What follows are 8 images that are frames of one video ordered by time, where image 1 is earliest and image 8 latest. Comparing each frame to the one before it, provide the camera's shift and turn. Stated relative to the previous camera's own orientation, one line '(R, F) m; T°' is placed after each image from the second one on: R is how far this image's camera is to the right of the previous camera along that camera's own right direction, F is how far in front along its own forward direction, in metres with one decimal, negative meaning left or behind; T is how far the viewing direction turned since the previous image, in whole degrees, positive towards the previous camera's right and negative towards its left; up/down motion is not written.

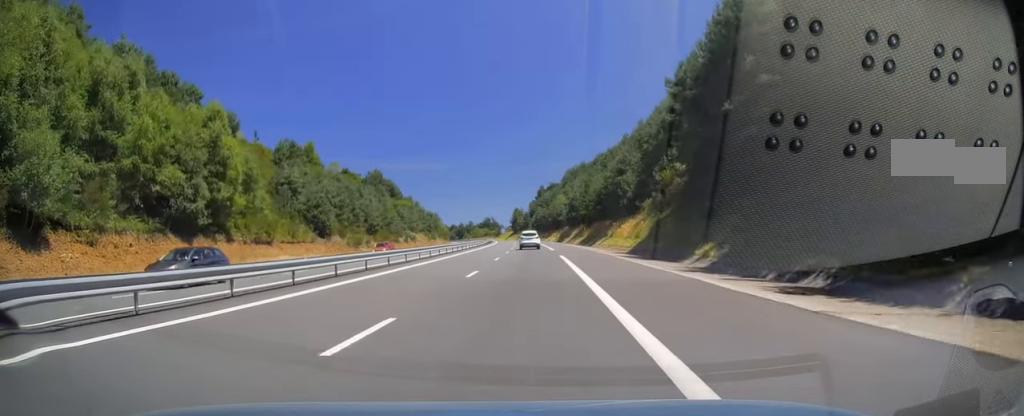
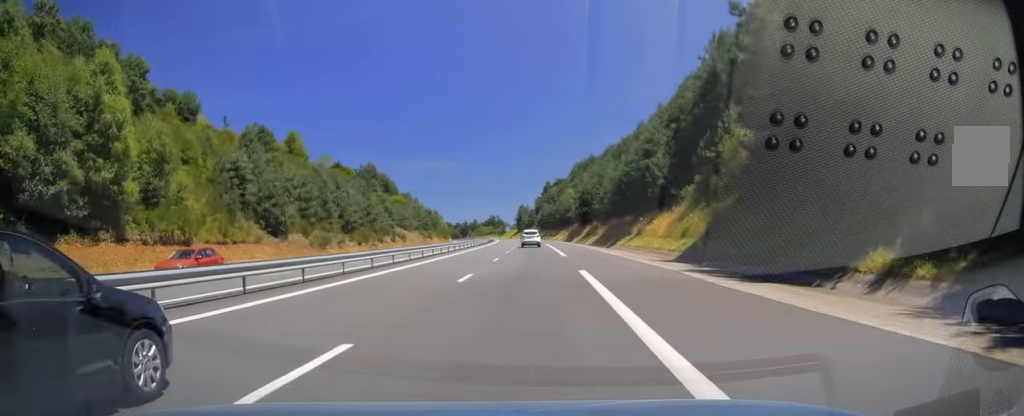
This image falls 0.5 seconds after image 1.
(-0.1, +15.6) m; -1°
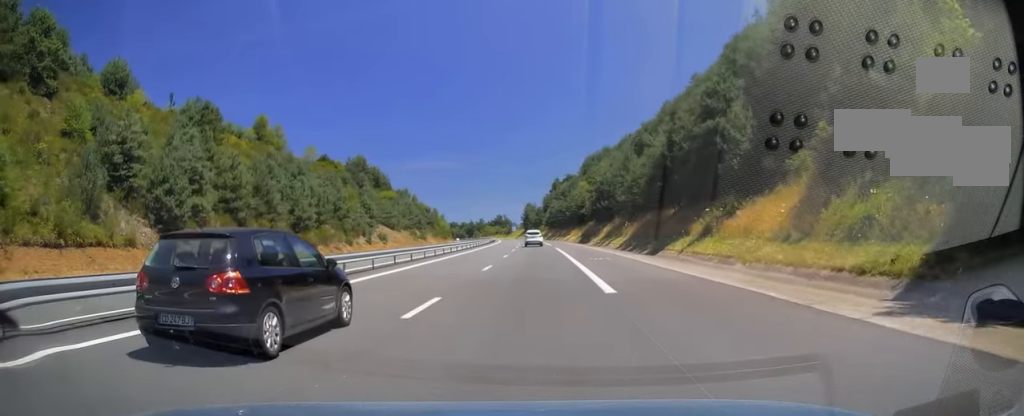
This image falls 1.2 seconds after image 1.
(0.0, +20.4) m; -1°
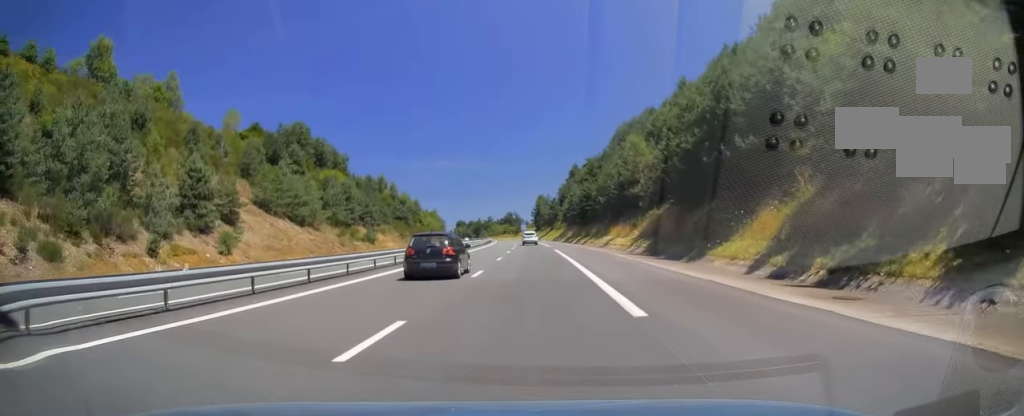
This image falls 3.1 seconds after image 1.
(-0.8, +55.6) m; -2°
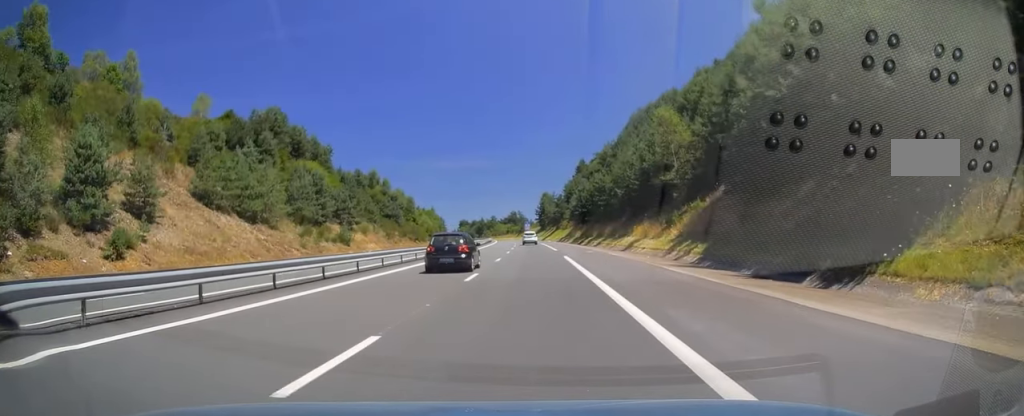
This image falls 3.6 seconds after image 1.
(-0.2, +14.6) m; -1°
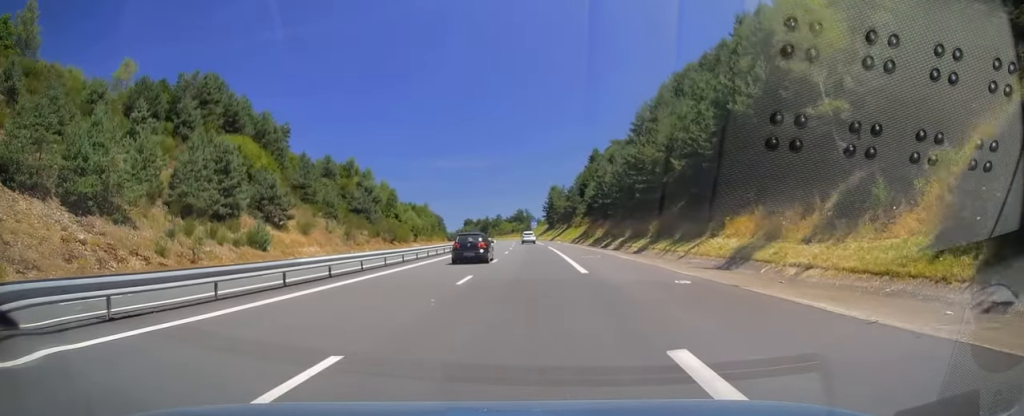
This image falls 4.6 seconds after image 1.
(-0.4, +27.3) m; -1°
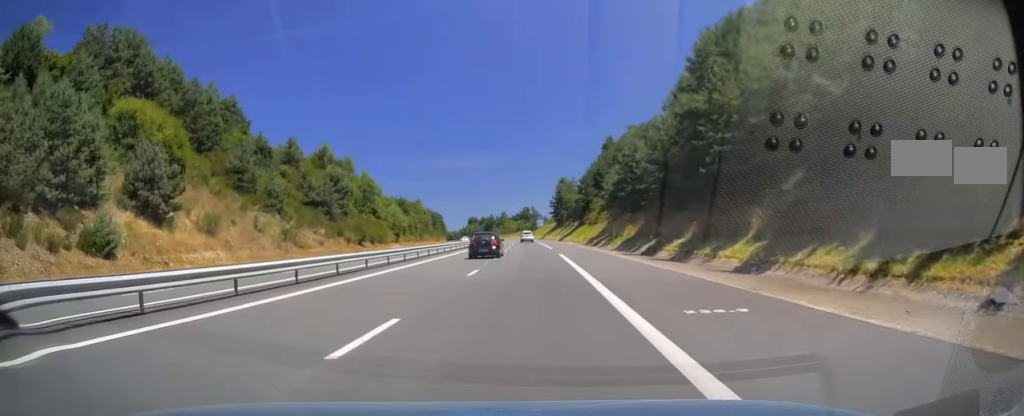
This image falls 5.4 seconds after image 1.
(-0.3, +23.0) m; 0°
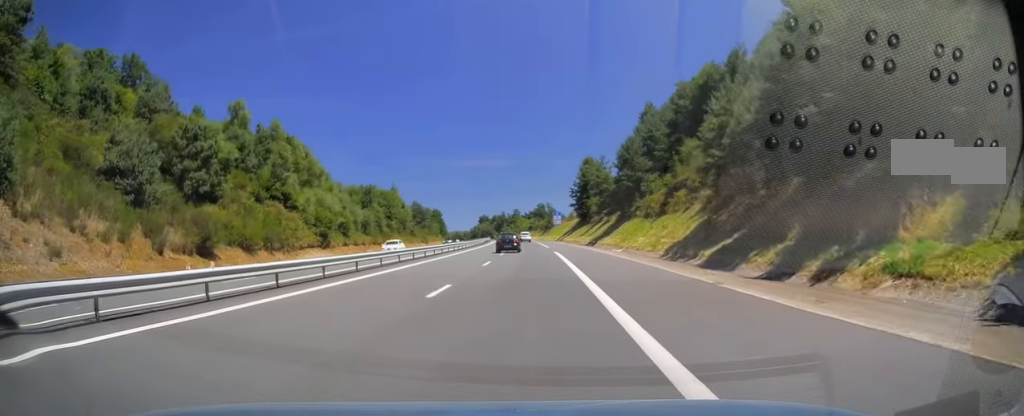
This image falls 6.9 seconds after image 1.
(+0.1, +45.3) m; -1°
